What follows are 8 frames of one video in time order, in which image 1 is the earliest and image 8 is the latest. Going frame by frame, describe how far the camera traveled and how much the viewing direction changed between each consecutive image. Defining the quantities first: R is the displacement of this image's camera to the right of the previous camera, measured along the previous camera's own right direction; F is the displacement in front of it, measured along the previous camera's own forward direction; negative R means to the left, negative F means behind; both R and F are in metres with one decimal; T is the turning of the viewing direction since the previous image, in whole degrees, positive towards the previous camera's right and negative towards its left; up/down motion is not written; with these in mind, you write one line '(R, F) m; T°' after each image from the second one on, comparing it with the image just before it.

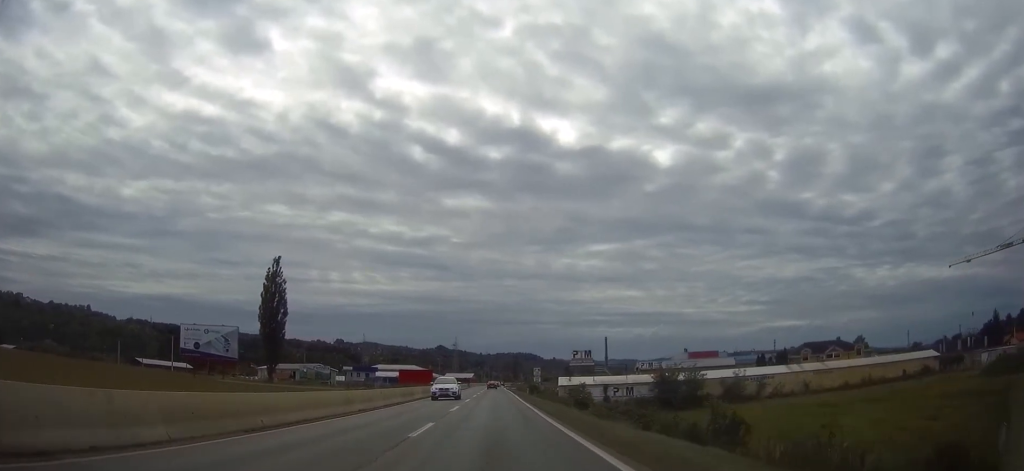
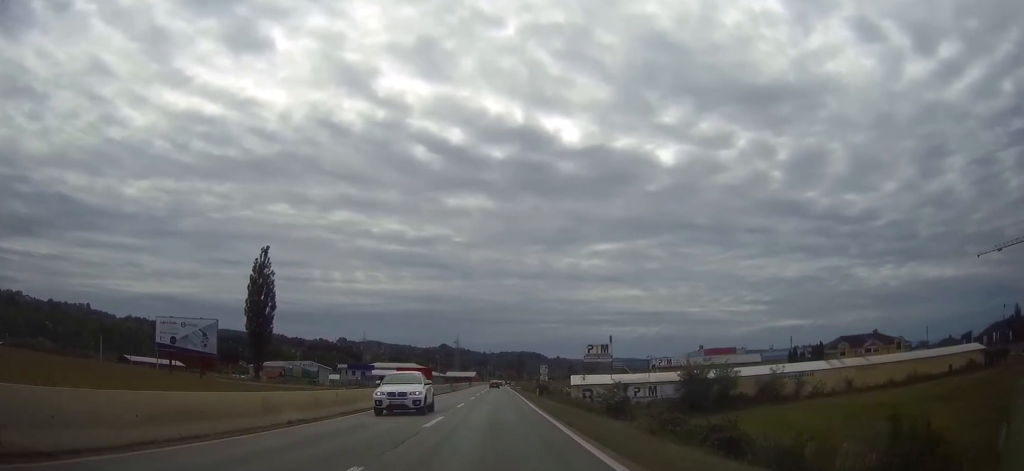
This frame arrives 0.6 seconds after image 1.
(0.0, +11.5) m; 0°
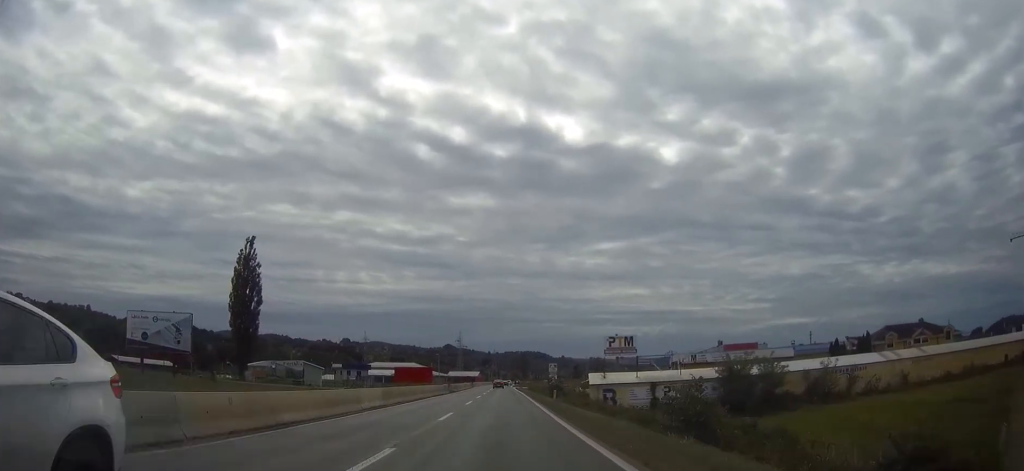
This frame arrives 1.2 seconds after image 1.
(0.0, +12.1) m; 0°
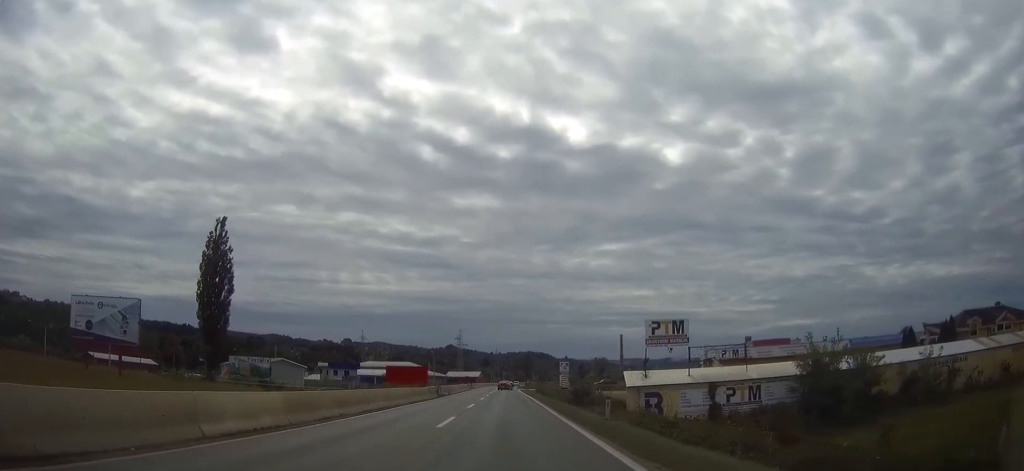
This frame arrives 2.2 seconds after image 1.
(-0.1, +17.6) m; 0°
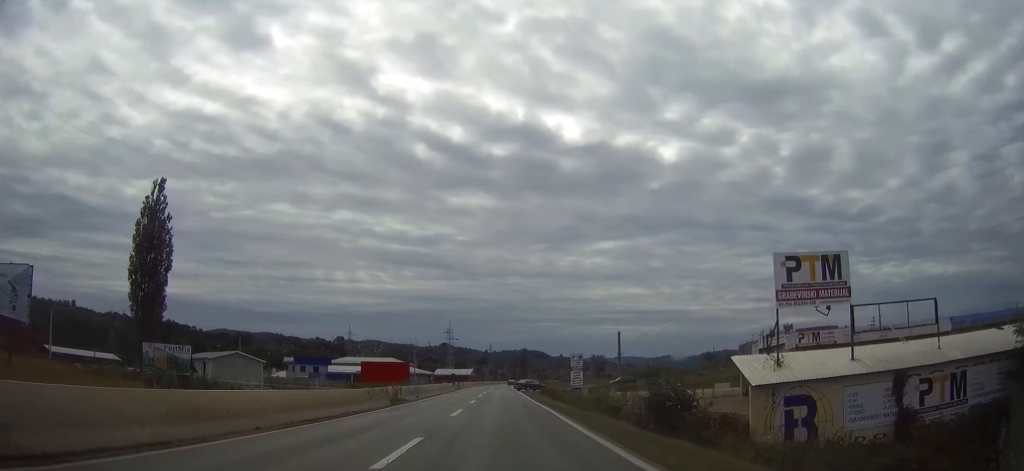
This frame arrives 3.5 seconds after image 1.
(-0.1, +24.1) m; 0°
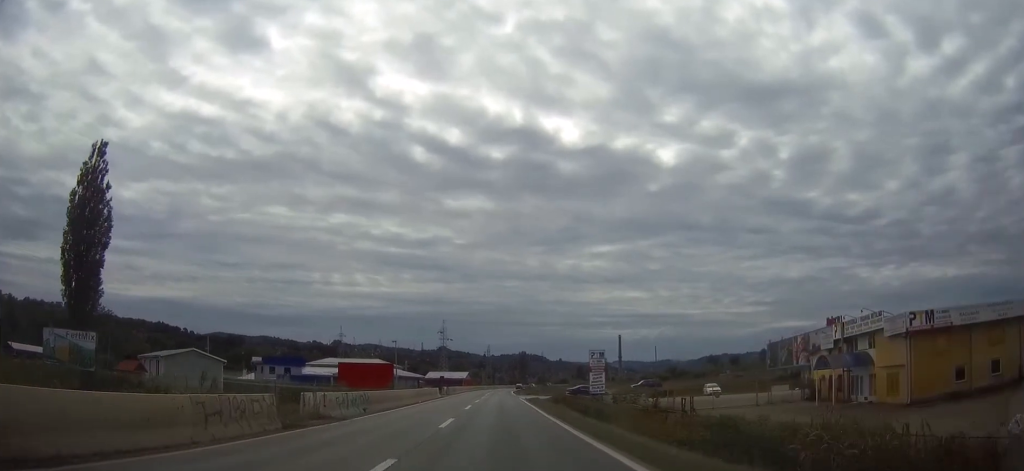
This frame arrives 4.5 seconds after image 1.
(+0.1, +18.9) m; 0°
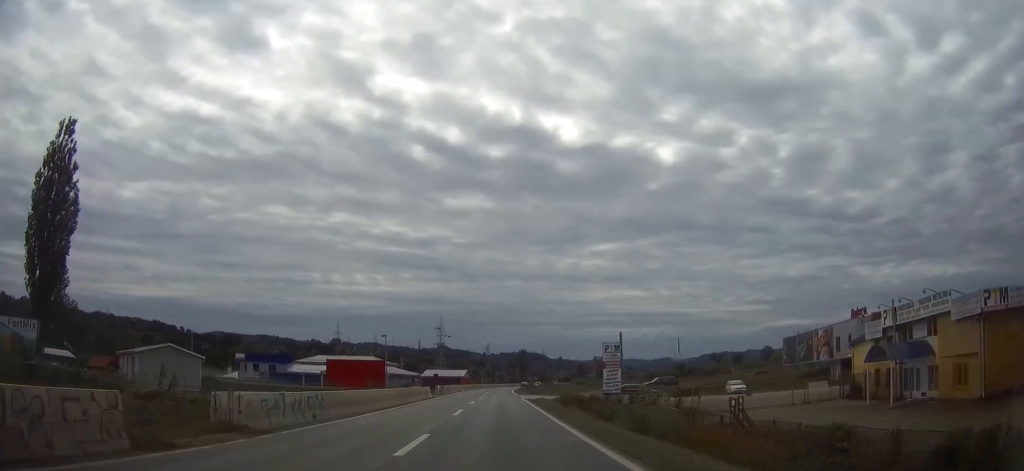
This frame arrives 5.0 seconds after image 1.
(0.0, +8.5) m; 0°
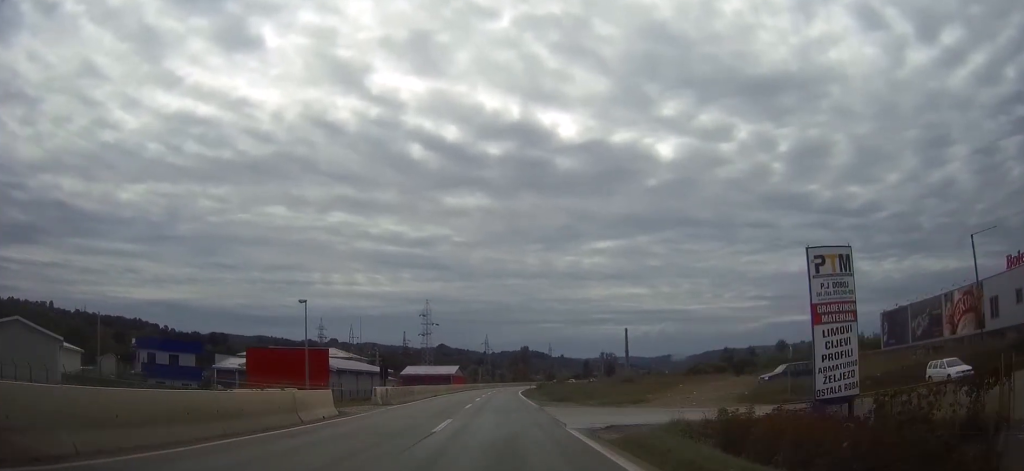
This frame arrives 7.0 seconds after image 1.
(0.0, +37.7) m; 0°
